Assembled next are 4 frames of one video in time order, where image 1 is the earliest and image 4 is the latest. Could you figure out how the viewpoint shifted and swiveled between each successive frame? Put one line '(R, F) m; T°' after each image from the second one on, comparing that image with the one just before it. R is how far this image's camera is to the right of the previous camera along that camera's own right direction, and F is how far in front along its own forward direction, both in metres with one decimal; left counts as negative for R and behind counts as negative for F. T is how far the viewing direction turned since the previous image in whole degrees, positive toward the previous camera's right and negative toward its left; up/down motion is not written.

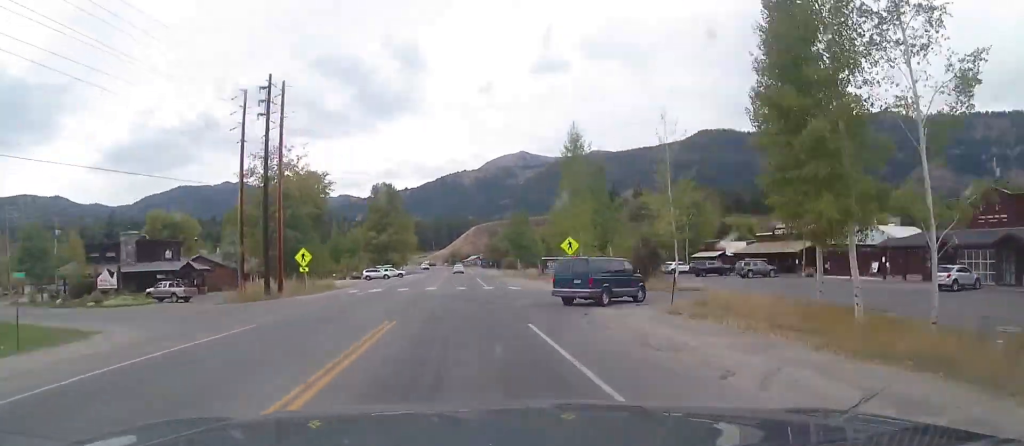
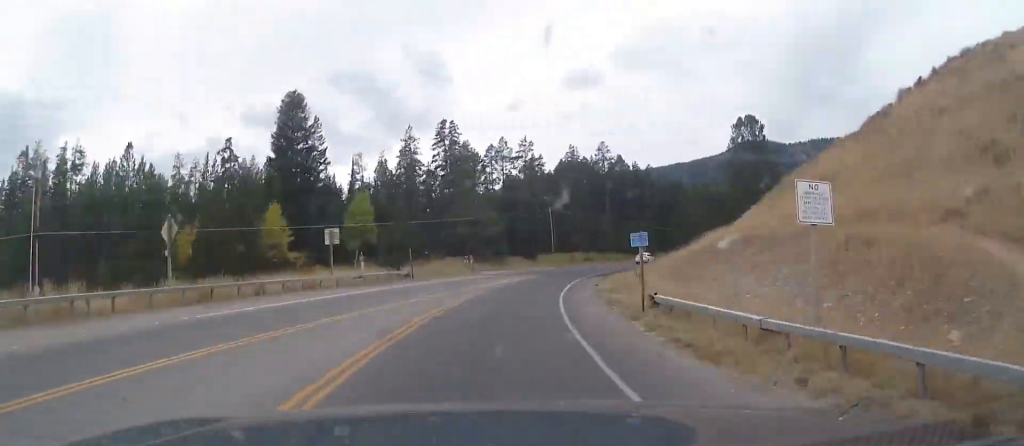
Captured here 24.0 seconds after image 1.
(-9.0, +336.8) m; +19°
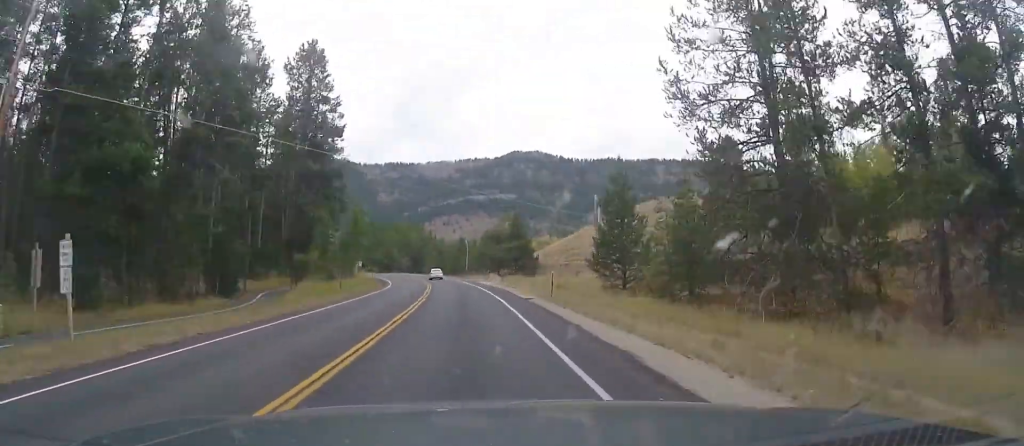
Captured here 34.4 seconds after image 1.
(+50.6, +168.6) m; +14°
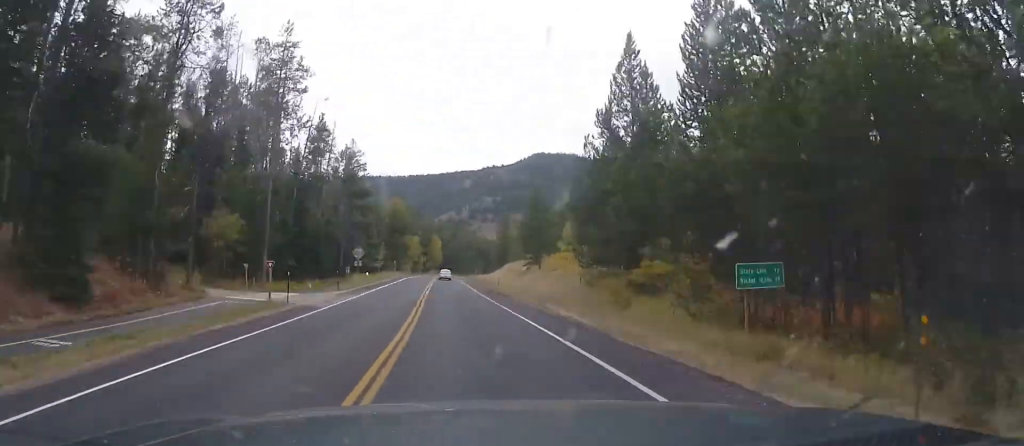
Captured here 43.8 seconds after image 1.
(-21.6, +181.1) m; -8°
